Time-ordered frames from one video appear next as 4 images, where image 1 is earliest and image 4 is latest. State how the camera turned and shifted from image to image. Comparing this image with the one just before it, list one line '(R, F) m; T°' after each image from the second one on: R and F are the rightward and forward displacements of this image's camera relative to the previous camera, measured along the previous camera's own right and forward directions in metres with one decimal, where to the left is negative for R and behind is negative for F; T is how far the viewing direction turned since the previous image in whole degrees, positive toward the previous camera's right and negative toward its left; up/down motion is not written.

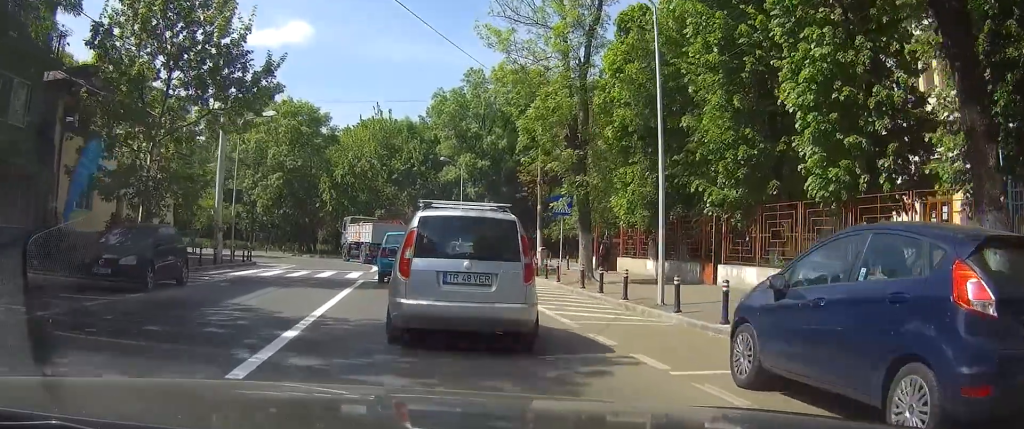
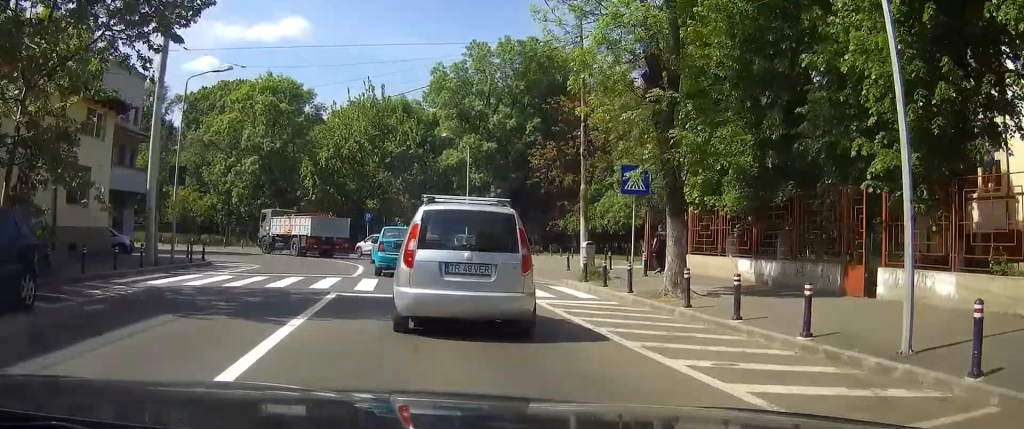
(-0.2, +7.1) m; -3°
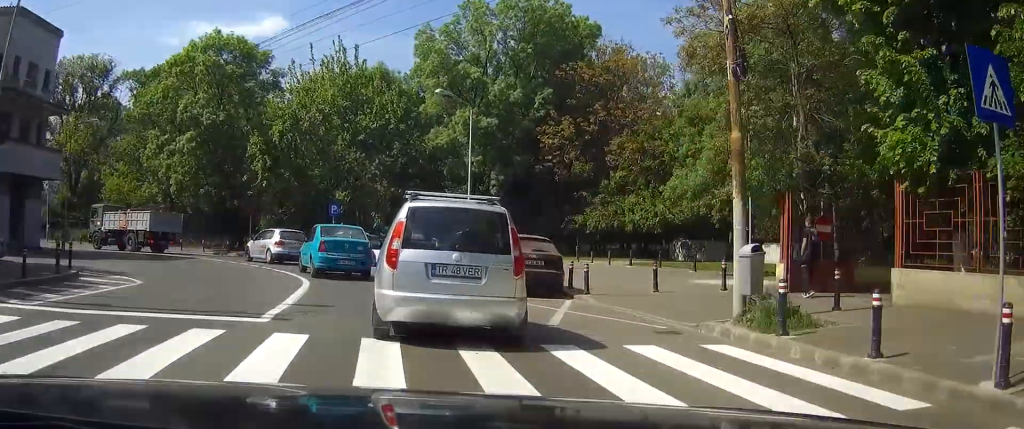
(+0.1, +11.0) m; +5°
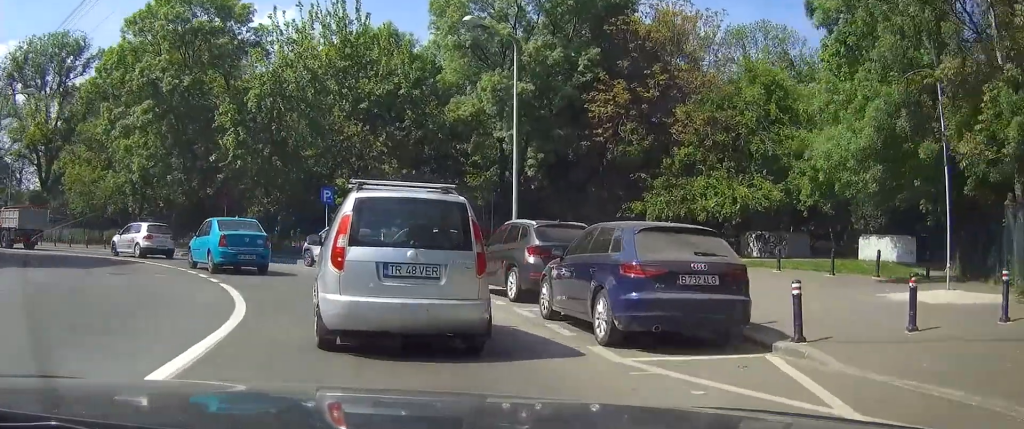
(+0.5, +8.7) m; +1°
